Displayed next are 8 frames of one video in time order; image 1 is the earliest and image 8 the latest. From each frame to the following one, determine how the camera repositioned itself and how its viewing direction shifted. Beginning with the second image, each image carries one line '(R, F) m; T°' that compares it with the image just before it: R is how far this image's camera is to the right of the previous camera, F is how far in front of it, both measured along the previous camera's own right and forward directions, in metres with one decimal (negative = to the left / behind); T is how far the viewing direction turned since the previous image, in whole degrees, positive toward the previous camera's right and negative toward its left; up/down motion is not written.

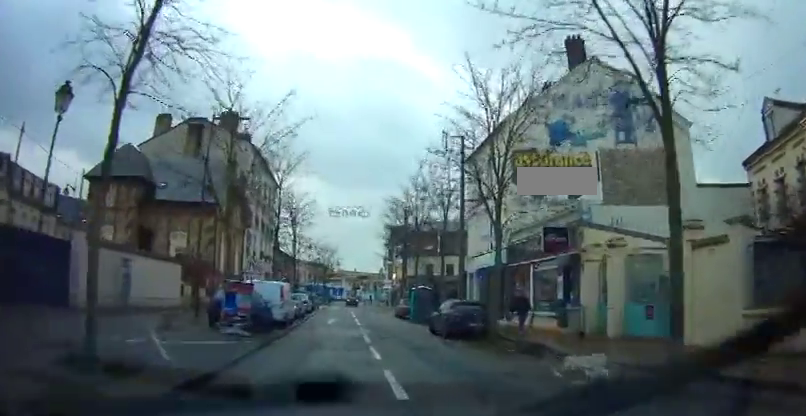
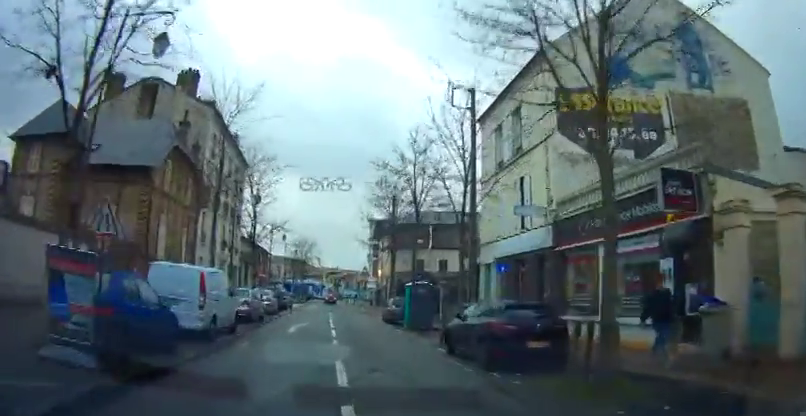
(+0.1, +7.5) m; +2°
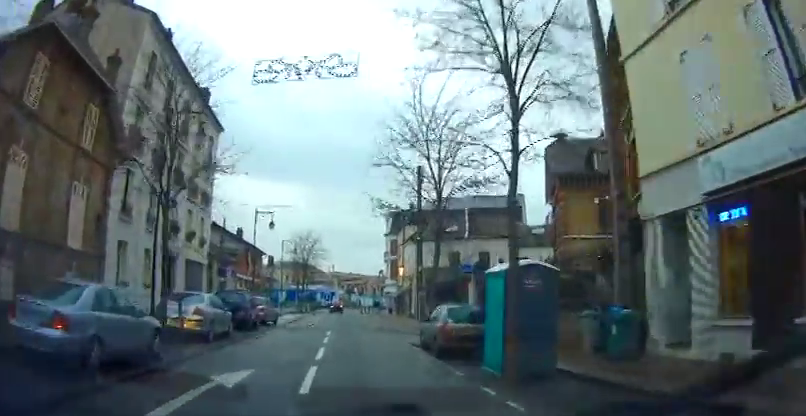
(+0.1, +13.3) m; -2°
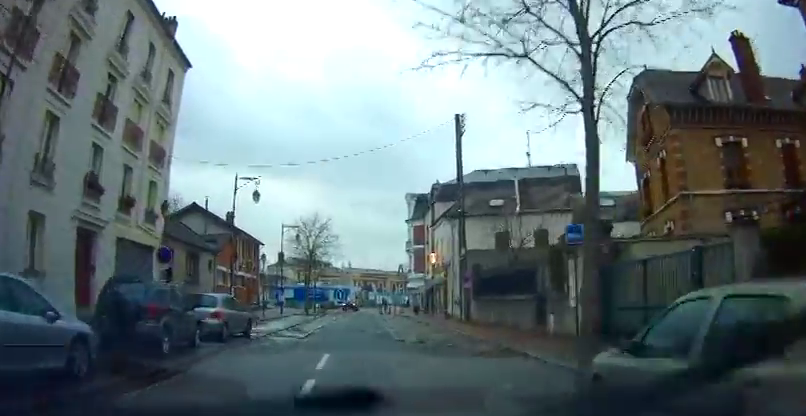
(-0.1, +11.0) m; 0°
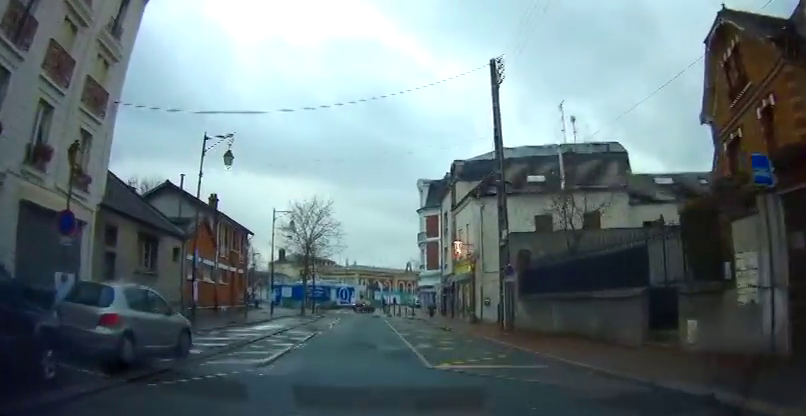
(-0.1, +7.1) m; 0°
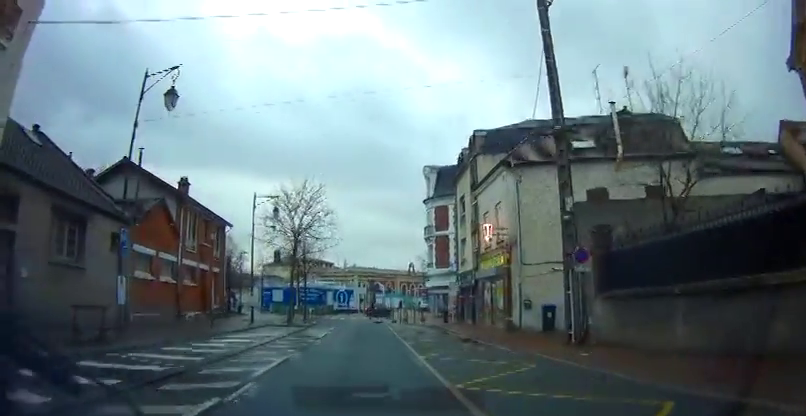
(0.0, +6.9) m; 0°
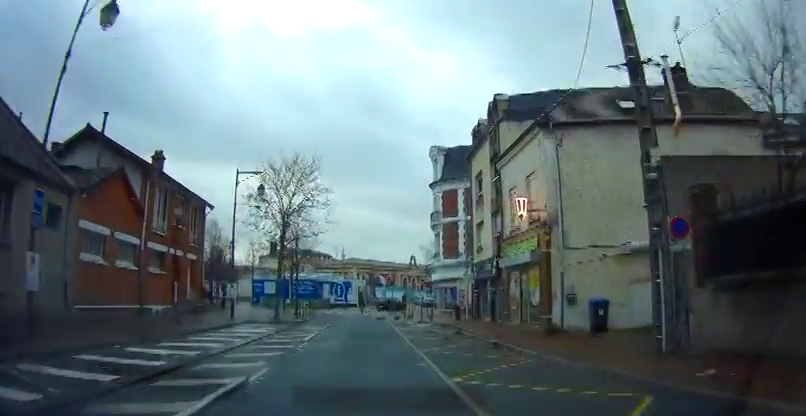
(+0.3, +4.8) m; 0°
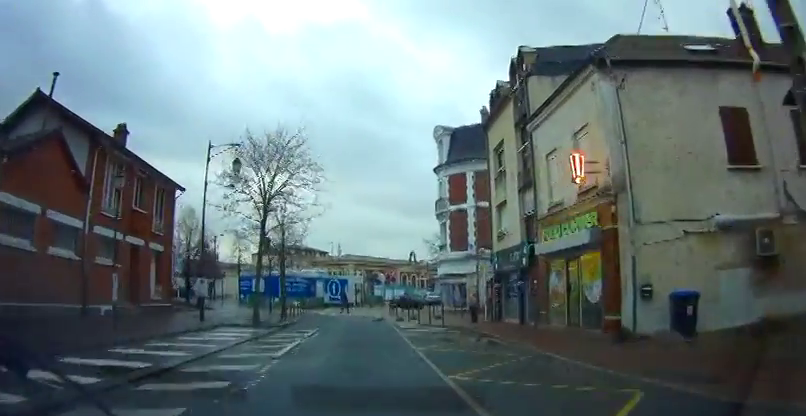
(-0.3, +4.9) m; 0°
